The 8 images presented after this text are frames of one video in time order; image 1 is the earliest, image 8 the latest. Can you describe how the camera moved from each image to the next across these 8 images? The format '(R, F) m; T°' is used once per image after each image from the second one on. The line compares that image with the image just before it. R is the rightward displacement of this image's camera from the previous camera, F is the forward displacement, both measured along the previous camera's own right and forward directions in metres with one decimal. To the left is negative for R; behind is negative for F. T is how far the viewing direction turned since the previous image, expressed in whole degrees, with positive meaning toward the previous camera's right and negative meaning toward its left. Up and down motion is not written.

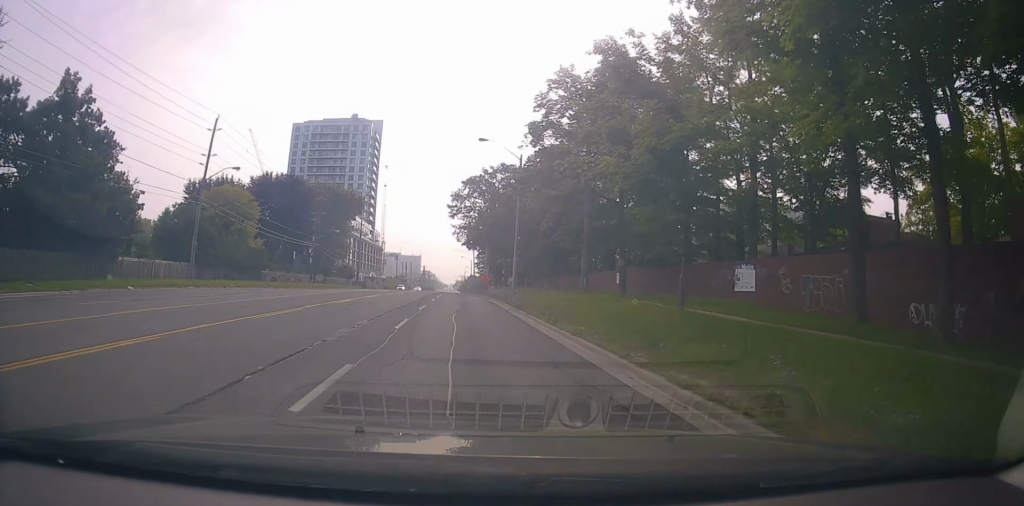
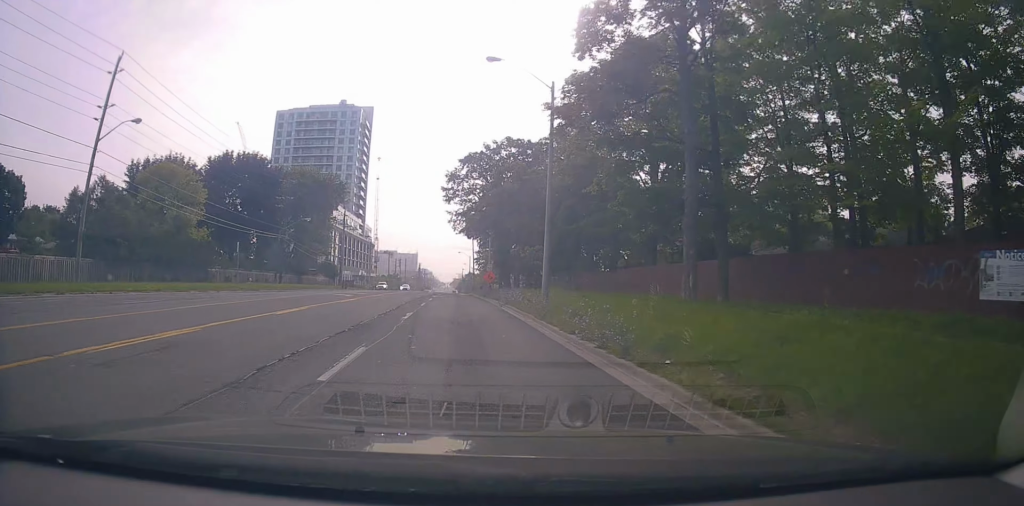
(+0.6, +15.5) m; +3°
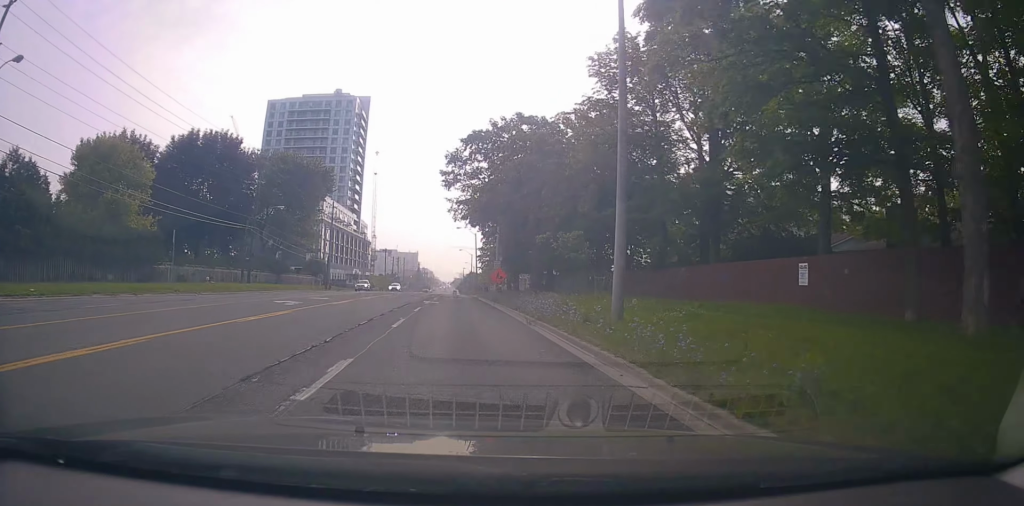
(0.0, +11.4) m; -2°
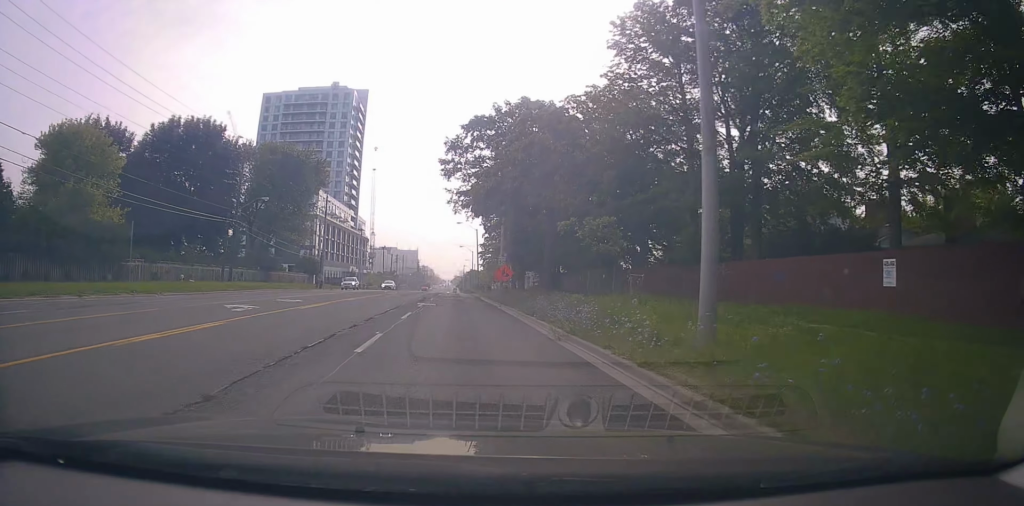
(-0.2, +5.1) m; 0°
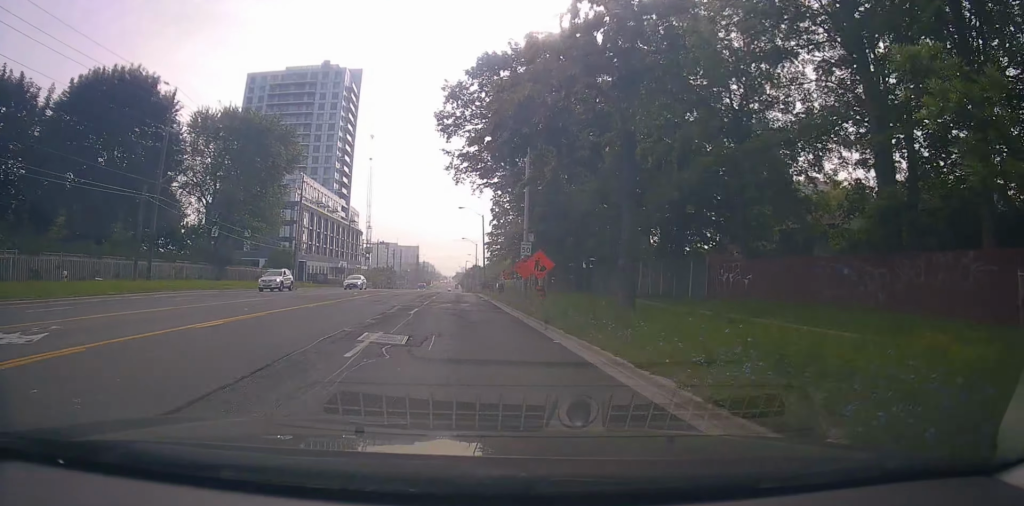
(+0.1, +15.8) m; 0°
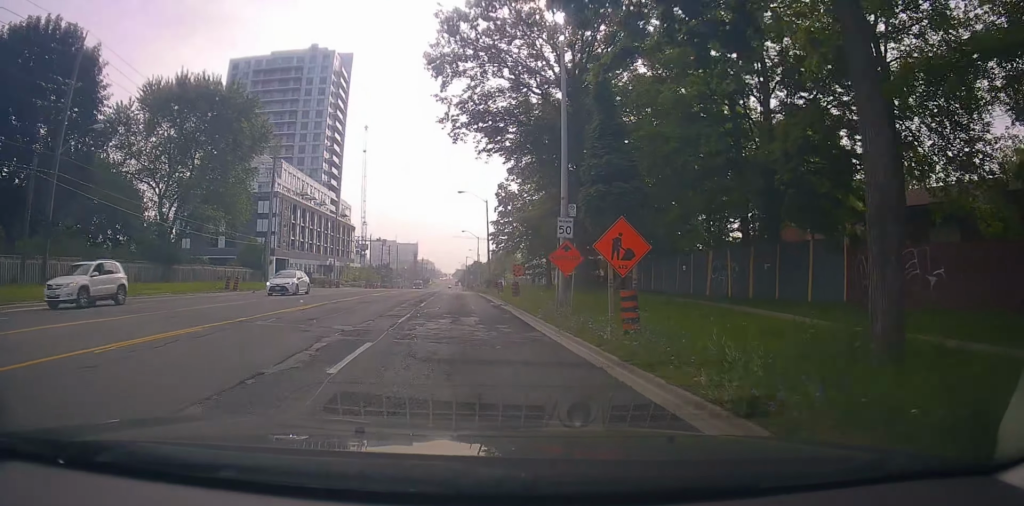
(-0.1, +12.0) m; +1°
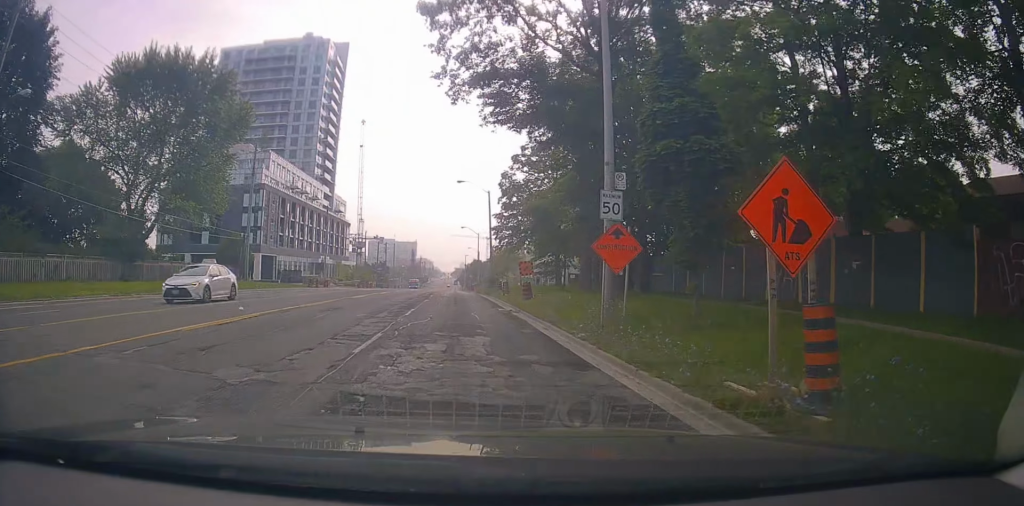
(-0.3, +6.3) m; +1°
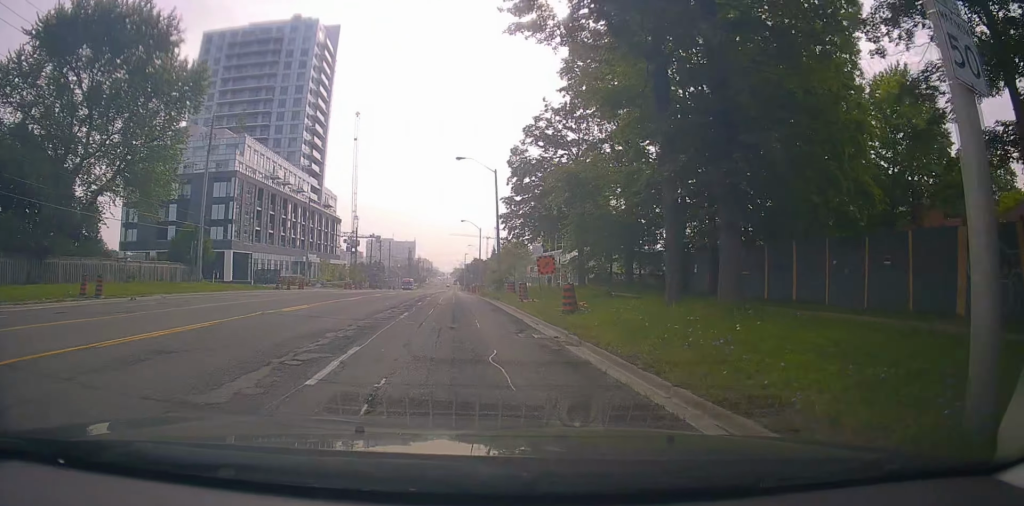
(+0.8, +11.2) m; 0°
